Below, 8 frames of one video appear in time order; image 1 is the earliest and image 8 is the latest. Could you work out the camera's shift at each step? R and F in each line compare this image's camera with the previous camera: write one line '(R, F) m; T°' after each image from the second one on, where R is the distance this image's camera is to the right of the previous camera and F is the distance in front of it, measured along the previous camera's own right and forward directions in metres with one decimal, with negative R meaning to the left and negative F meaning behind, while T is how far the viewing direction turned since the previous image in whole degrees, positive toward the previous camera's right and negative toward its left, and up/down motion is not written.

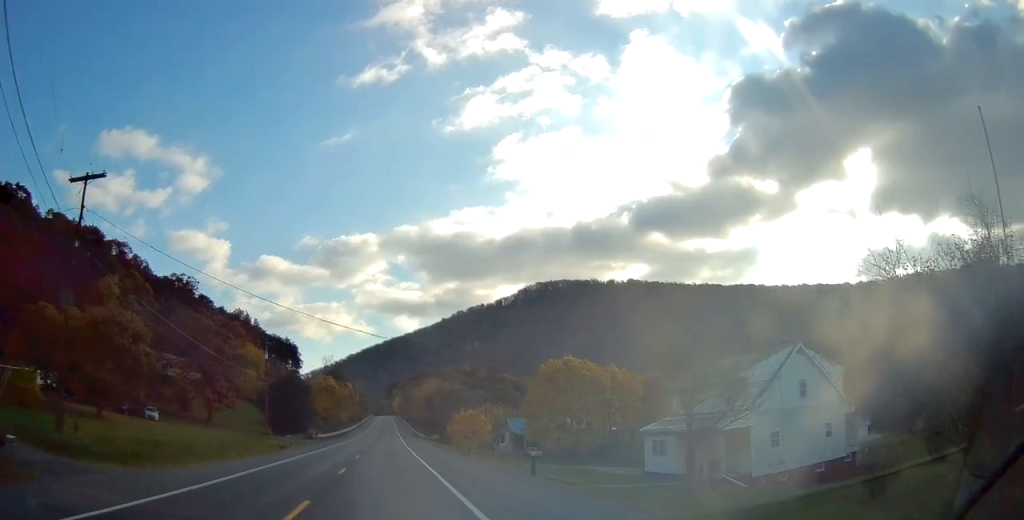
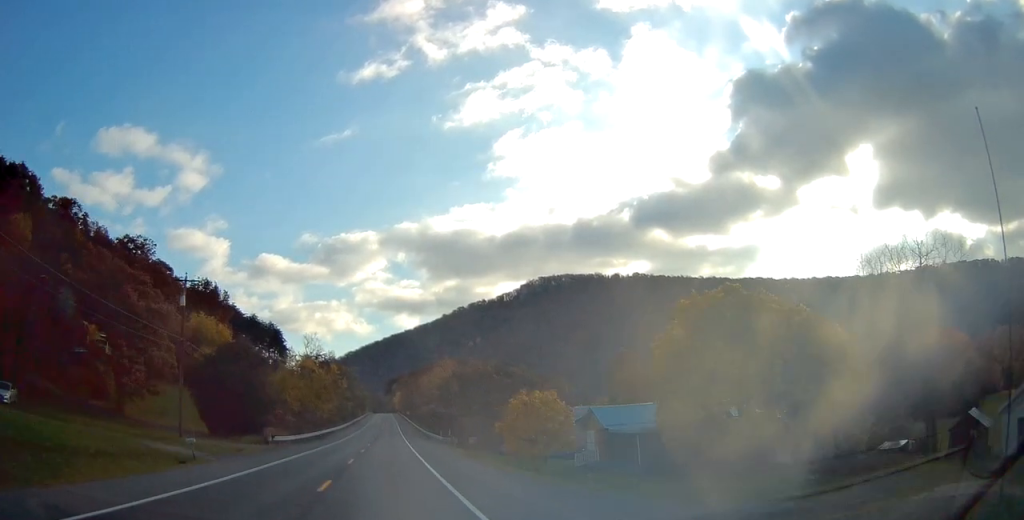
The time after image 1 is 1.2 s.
(-0.1, +30.2) m; 0°
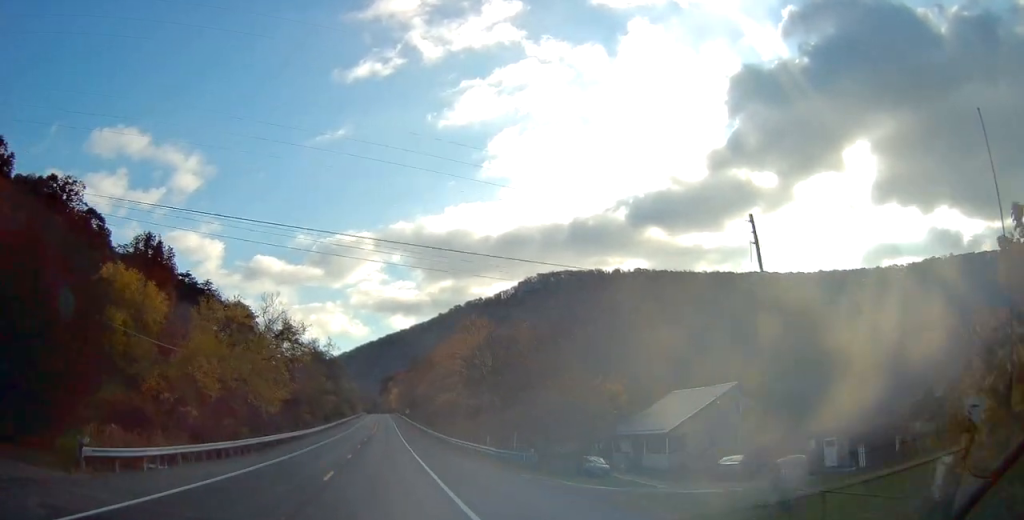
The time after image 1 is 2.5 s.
(+0.3, +32.8) m; +1°
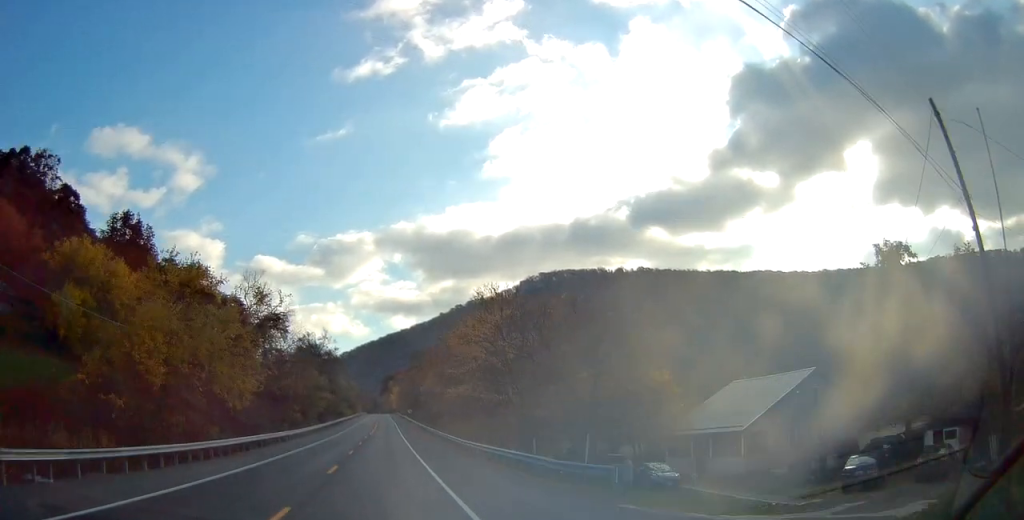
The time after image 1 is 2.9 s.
(+0.1, +10.1) m; 0°
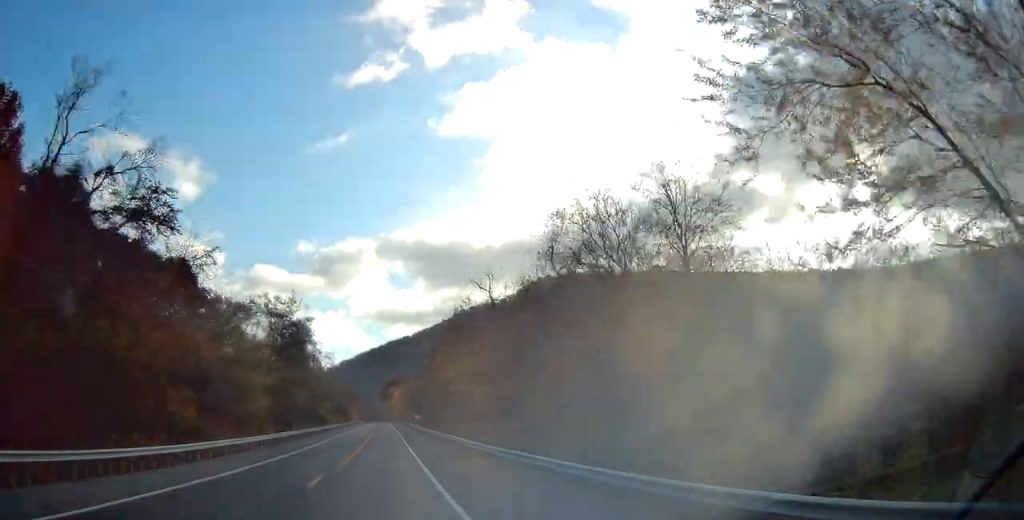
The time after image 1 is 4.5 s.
(-0.2, +40.3) m; 0°
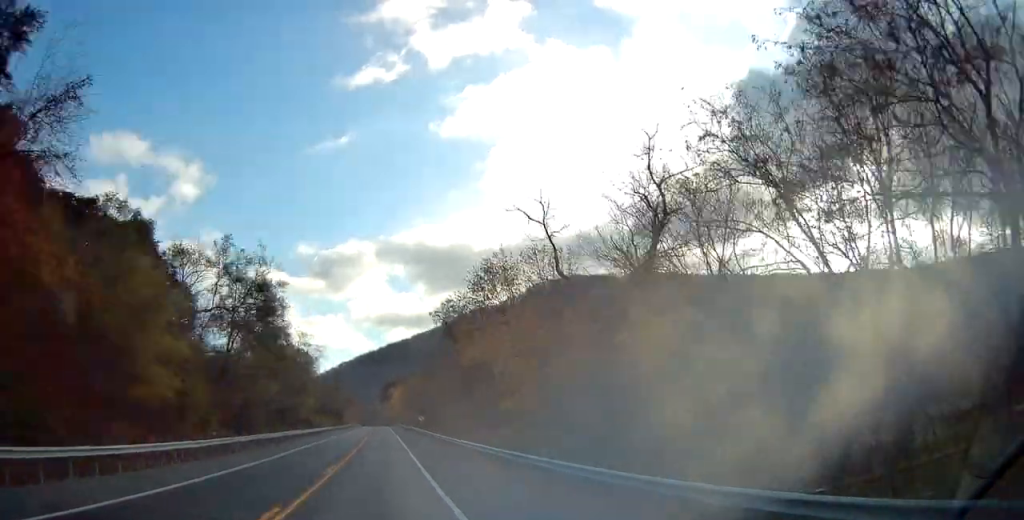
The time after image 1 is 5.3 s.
(-0.1, +19.3) m; 0°
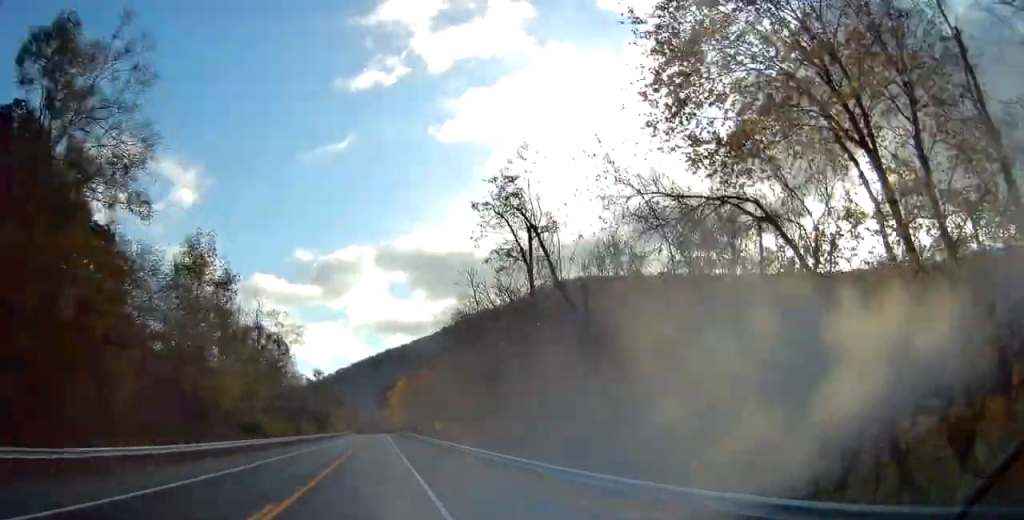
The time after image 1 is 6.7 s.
(+0.3, +35.2) m; 0°
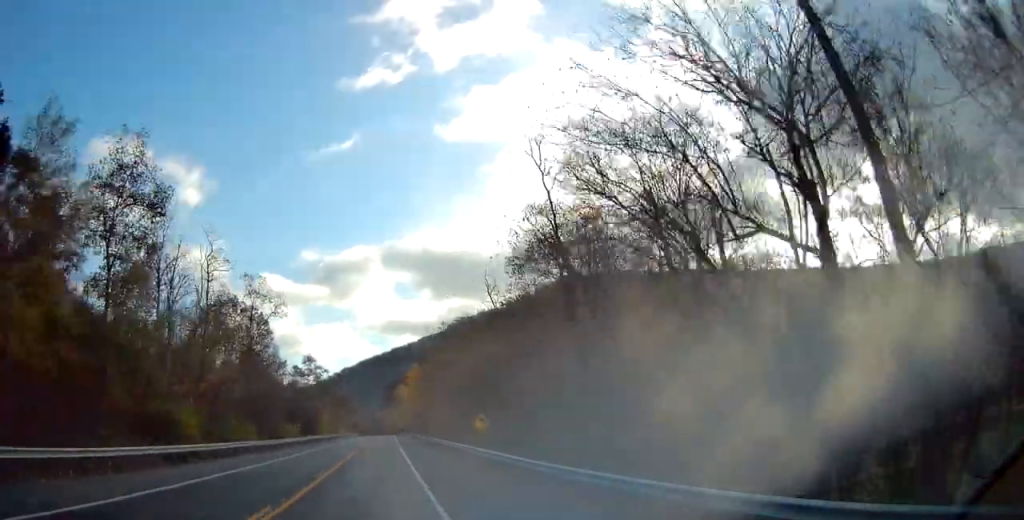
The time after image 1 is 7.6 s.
(-0.2, +24.2) m; -1°
